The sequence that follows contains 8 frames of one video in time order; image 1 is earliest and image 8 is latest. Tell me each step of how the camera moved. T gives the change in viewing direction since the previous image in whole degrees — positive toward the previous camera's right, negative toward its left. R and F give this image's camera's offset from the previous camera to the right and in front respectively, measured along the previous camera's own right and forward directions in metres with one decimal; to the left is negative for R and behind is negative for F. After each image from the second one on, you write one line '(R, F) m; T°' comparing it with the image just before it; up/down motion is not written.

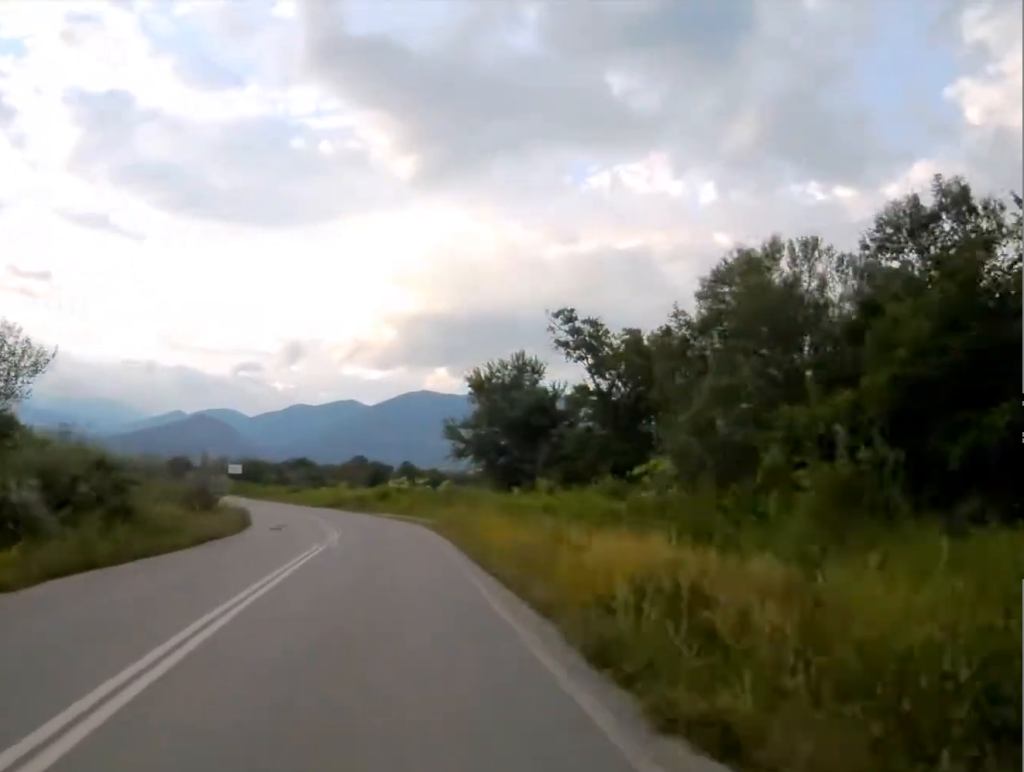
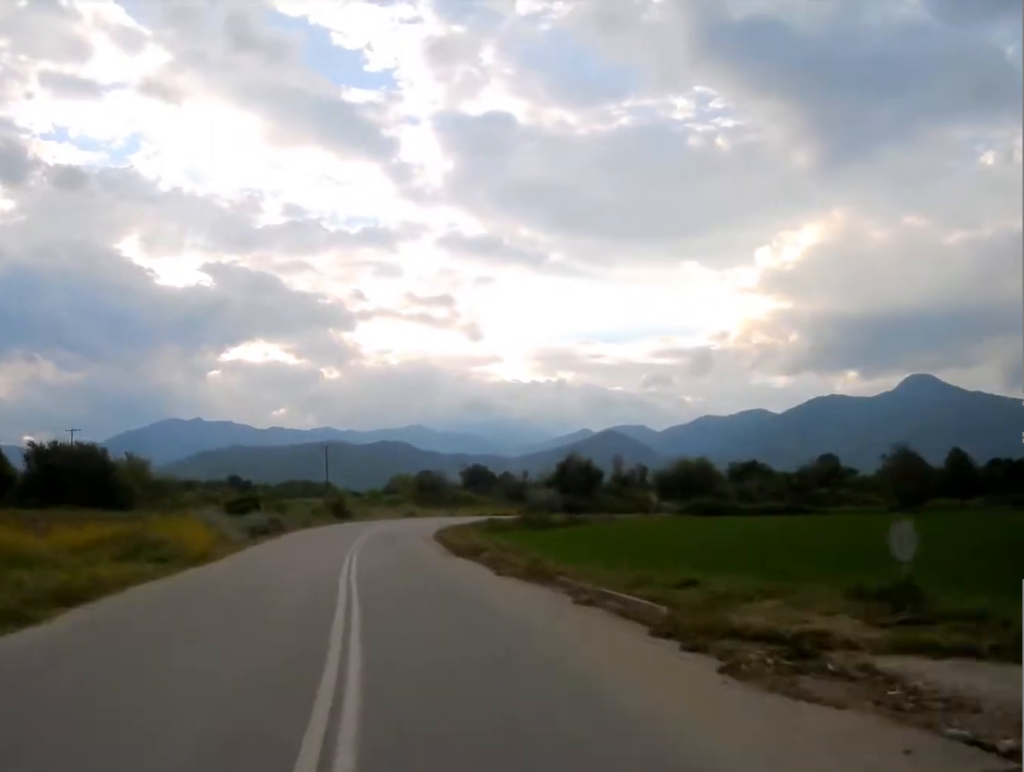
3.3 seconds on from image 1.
(-18.7, +98.7) m; -23°
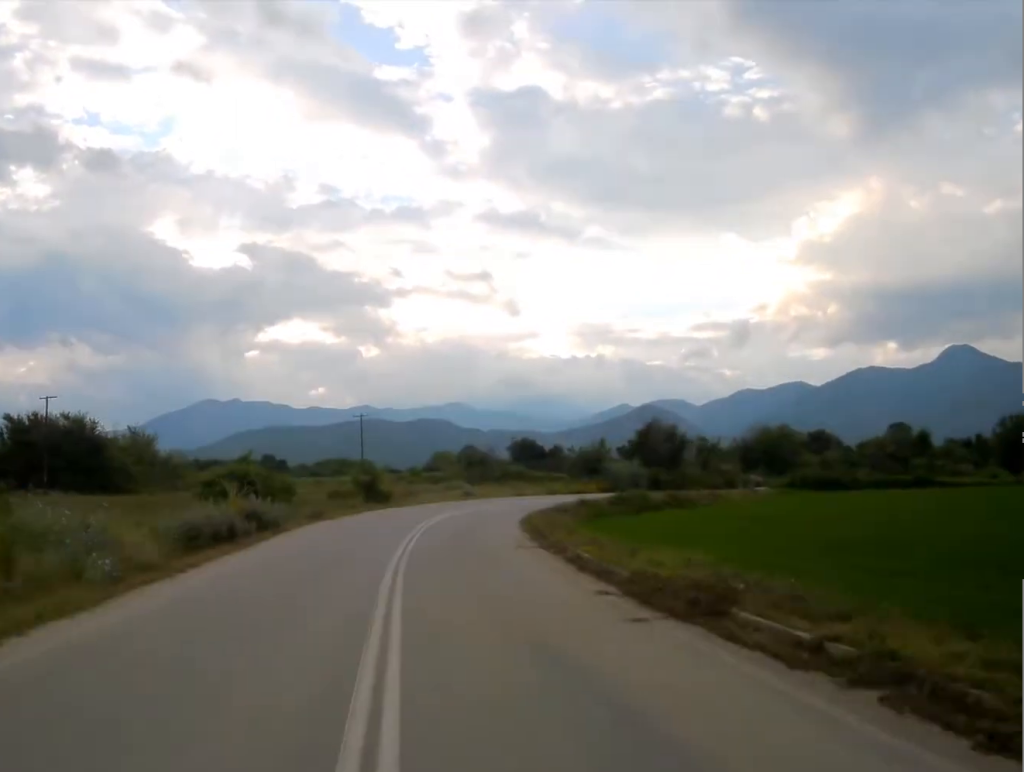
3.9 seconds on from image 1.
(-0.8, +19.0) m; 0°
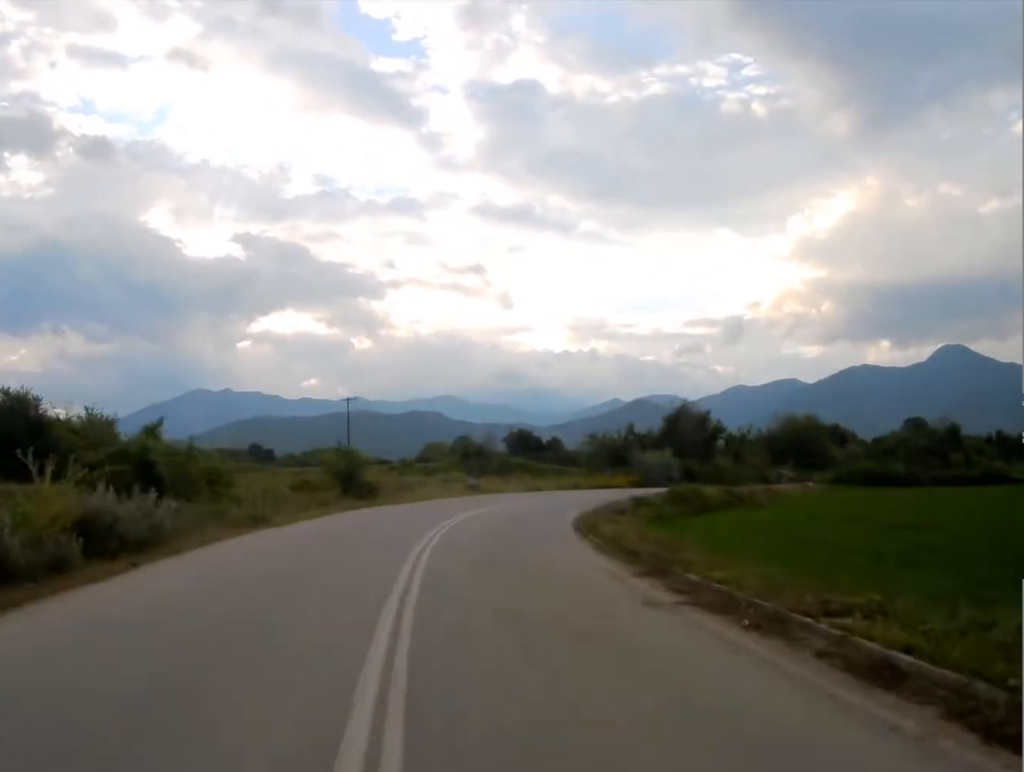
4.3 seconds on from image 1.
(-0.7, +13.8) m; 0°
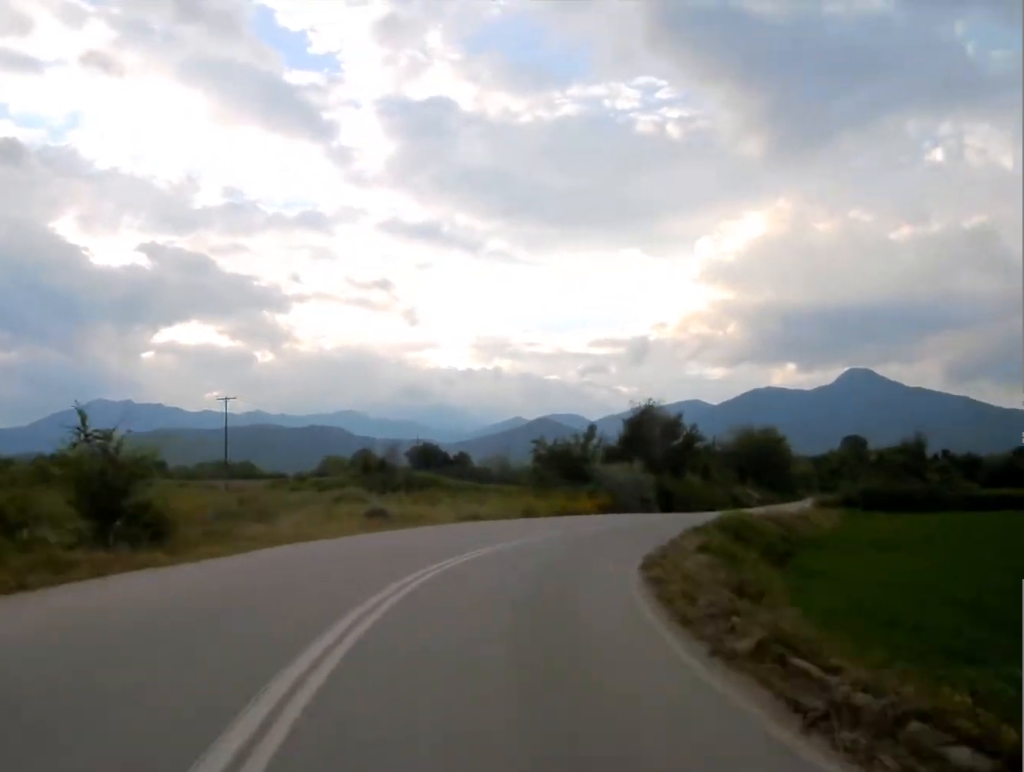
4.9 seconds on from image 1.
(+1.0, +20.7) m; +7°
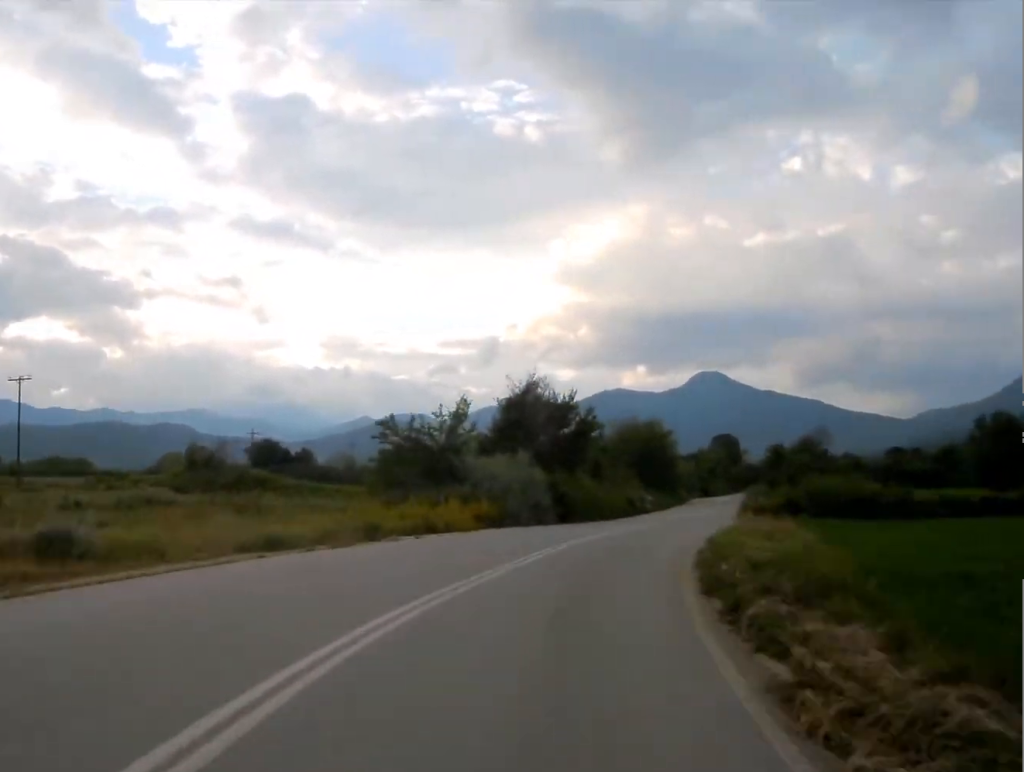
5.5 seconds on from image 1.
(0.0, +17.5) m; +7°
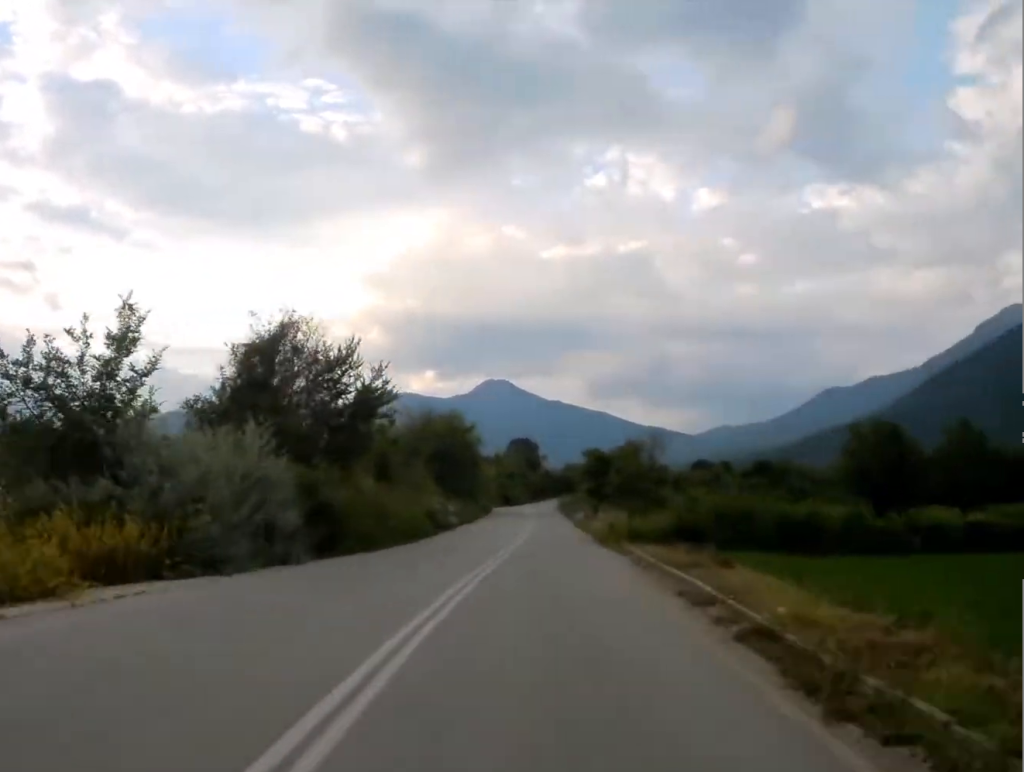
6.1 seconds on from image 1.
(+2.5, +21.4) m; +10°
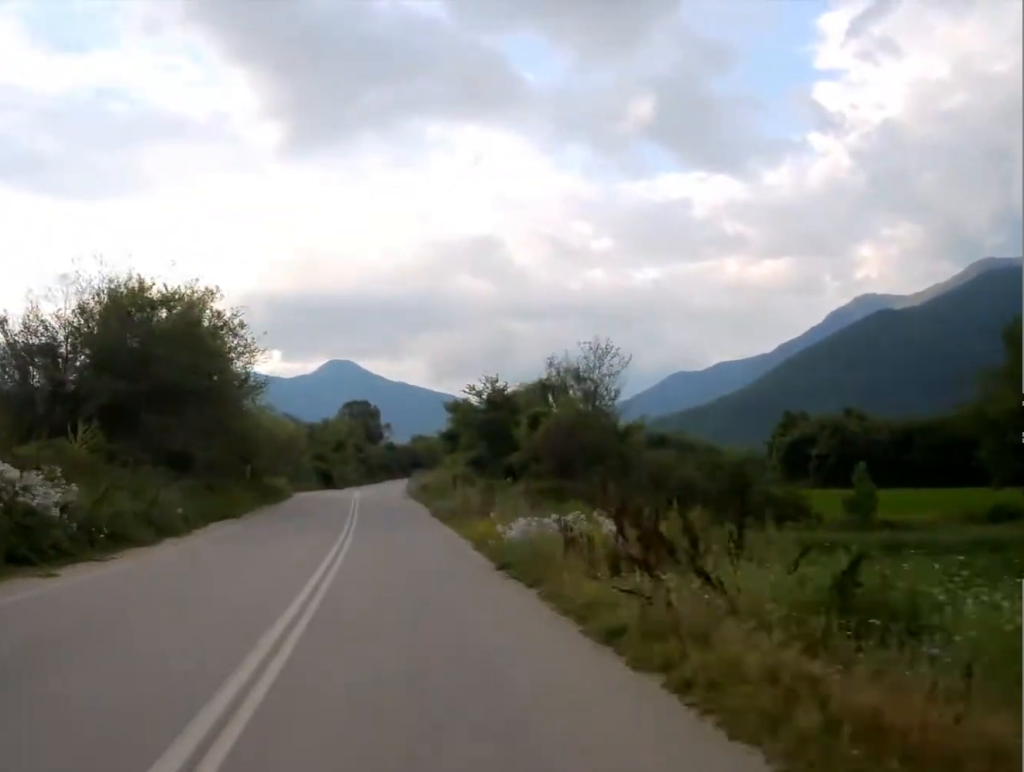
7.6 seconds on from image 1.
(+7.8, +47.7) m; +12°
